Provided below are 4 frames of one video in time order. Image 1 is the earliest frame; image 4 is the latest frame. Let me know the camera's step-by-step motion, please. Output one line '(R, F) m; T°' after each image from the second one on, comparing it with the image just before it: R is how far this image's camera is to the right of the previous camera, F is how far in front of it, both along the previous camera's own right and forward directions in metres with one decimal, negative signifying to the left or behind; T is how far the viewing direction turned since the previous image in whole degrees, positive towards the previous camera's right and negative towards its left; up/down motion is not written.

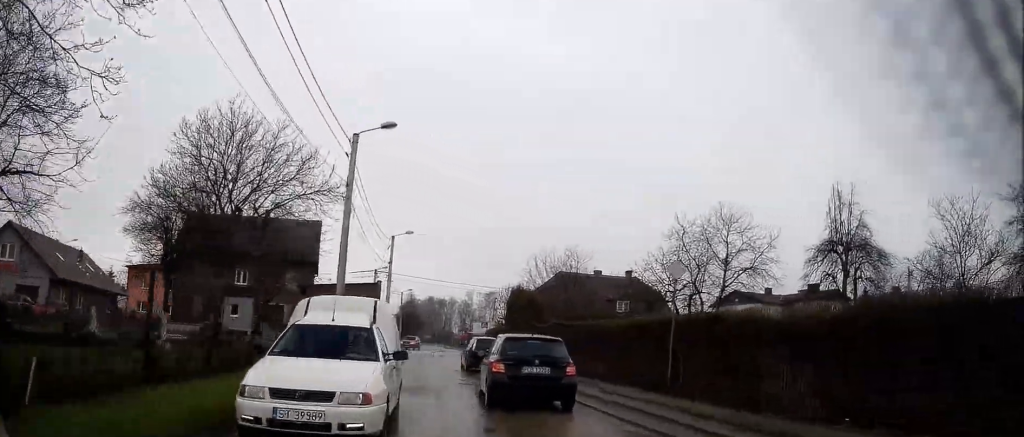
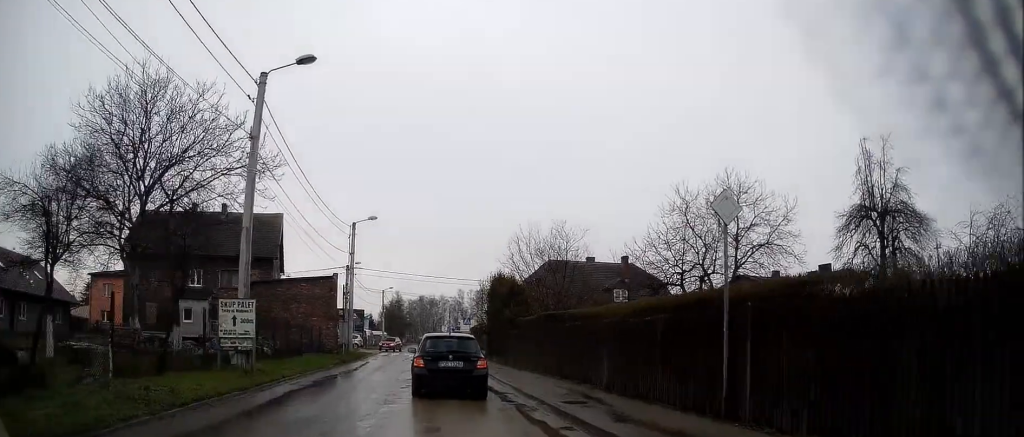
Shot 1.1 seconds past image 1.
(+0.4, +6.7) m; +3°
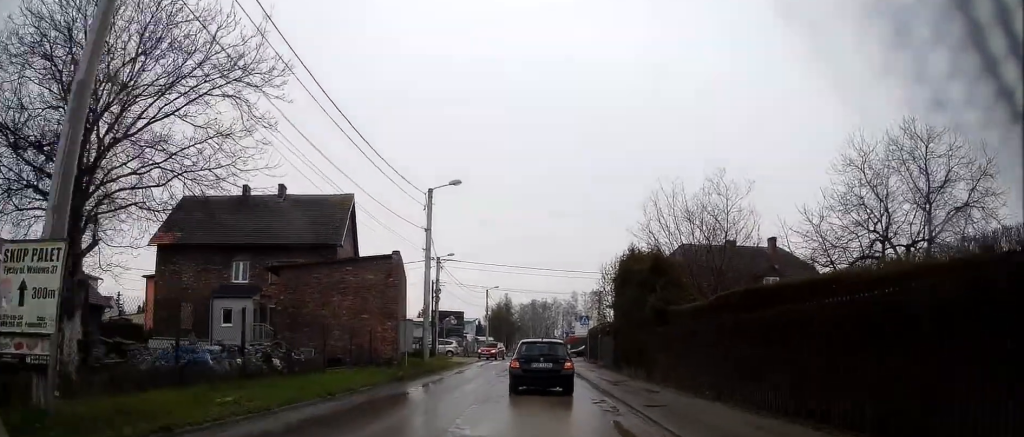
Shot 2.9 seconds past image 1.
(-0.5, +10.7) m; -6°
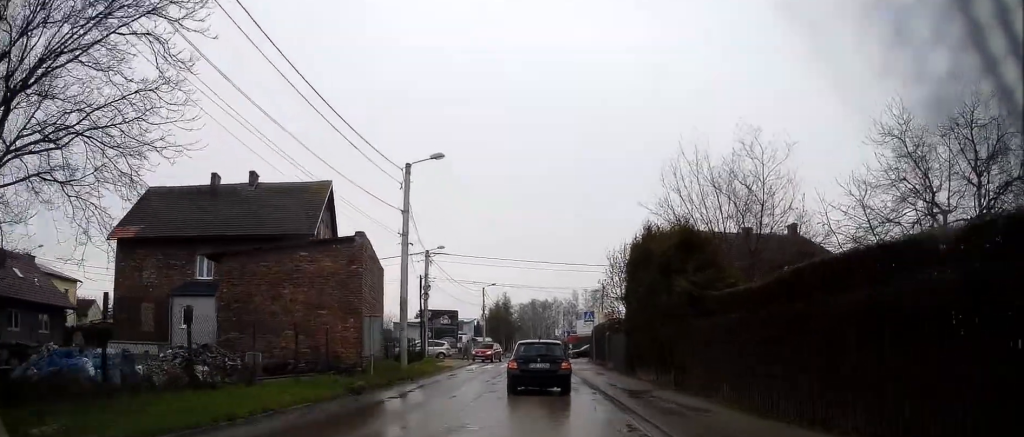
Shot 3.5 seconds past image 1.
(-0.1, +4.2) m; -2°
